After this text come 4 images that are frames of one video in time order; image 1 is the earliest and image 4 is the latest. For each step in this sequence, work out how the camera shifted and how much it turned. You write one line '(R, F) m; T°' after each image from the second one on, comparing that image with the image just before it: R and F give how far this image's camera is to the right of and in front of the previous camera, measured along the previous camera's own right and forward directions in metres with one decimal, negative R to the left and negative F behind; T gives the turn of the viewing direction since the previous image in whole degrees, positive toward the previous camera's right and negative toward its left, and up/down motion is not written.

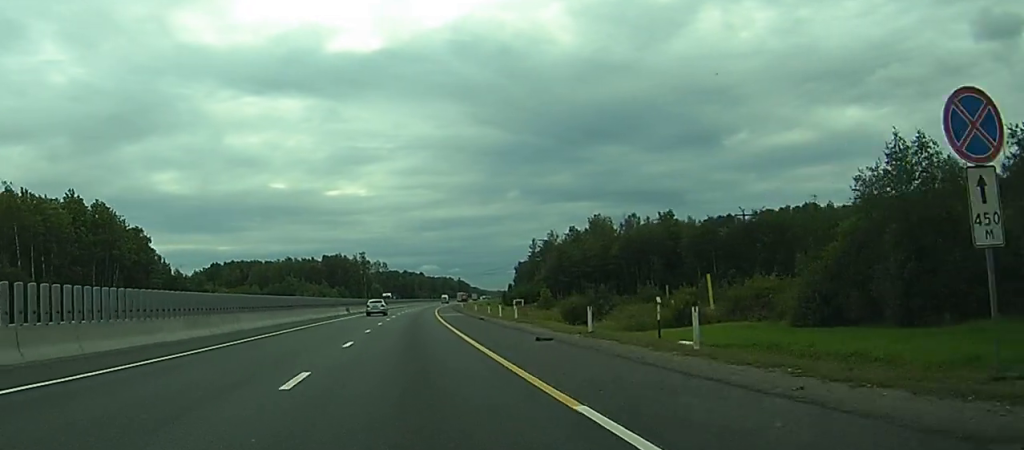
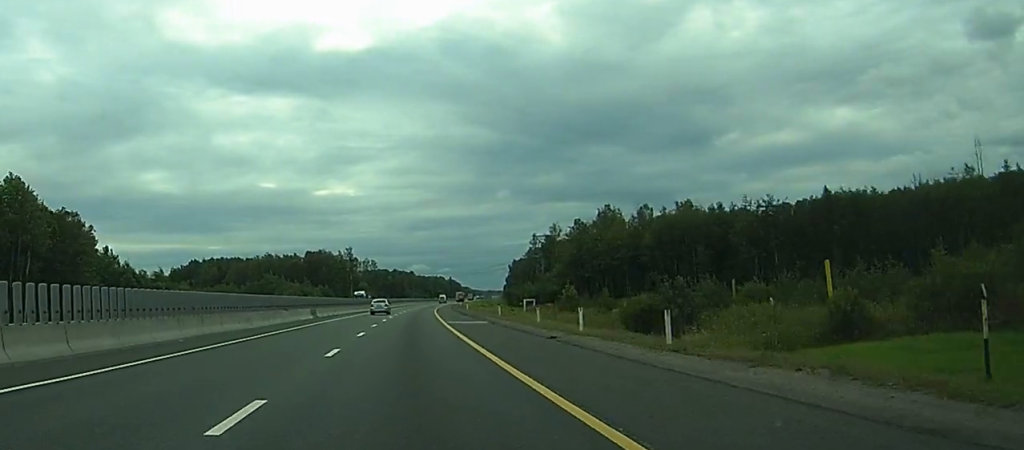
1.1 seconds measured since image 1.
(+0.3, +28.4) m; +1°
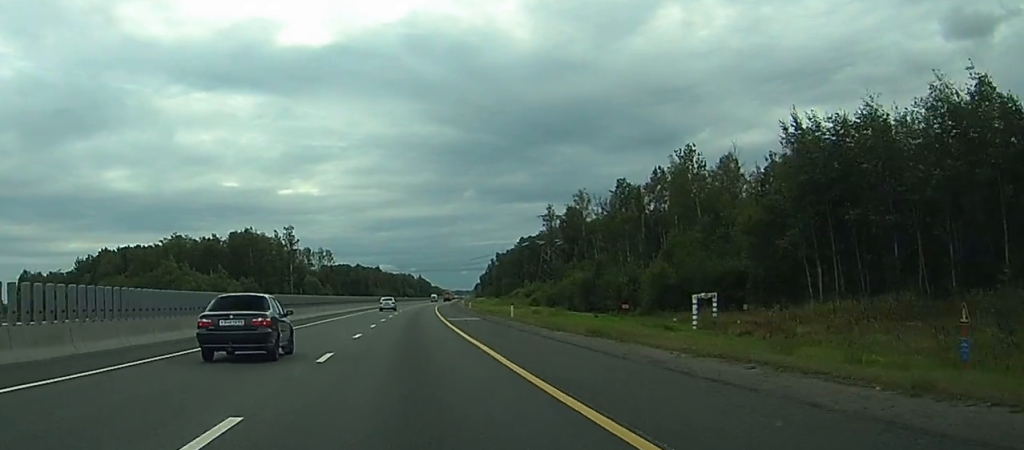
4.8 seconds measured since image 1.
(+1.5, +97.8) m; +2°
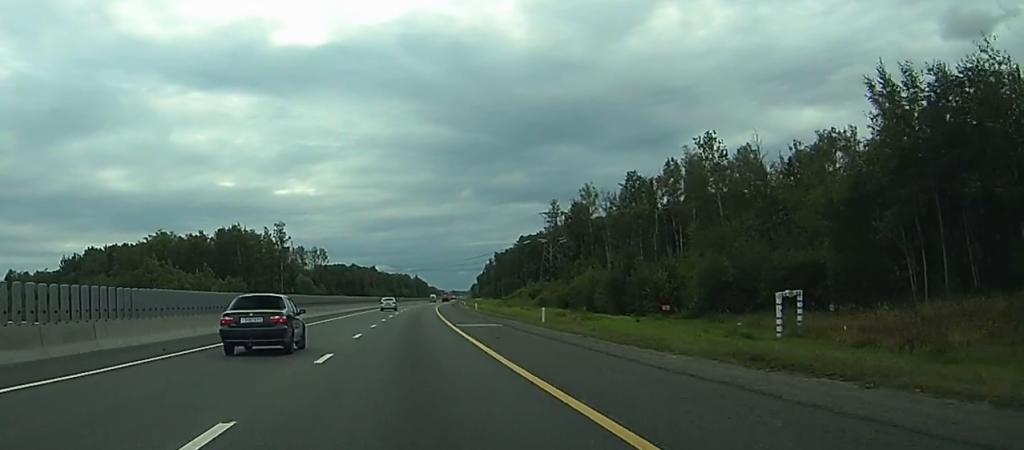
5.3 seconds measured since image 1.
(0.0, +12.3) m; 0°
